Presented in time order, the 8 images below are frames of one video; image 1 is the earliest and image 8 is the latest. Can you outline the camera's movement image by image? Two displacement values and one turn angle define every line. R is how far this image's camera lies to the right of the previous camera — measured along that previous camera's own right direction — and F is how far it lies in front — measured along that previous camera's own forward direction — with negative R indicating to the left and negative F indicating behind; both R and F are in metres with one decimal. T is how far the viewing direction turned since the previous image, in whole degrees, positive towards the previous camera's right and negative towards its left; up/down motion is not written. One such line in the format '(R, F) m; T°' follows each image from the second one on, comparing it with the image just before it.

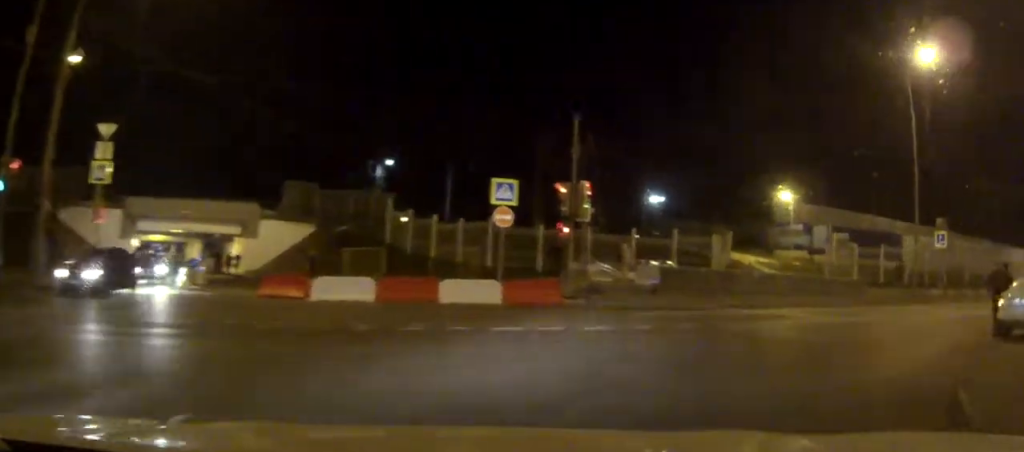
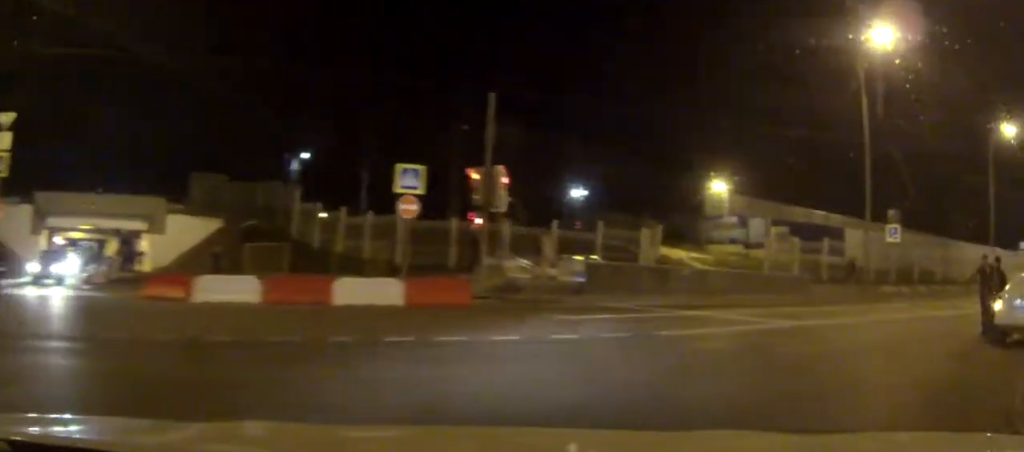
(0.0, +3.0) m; +6°
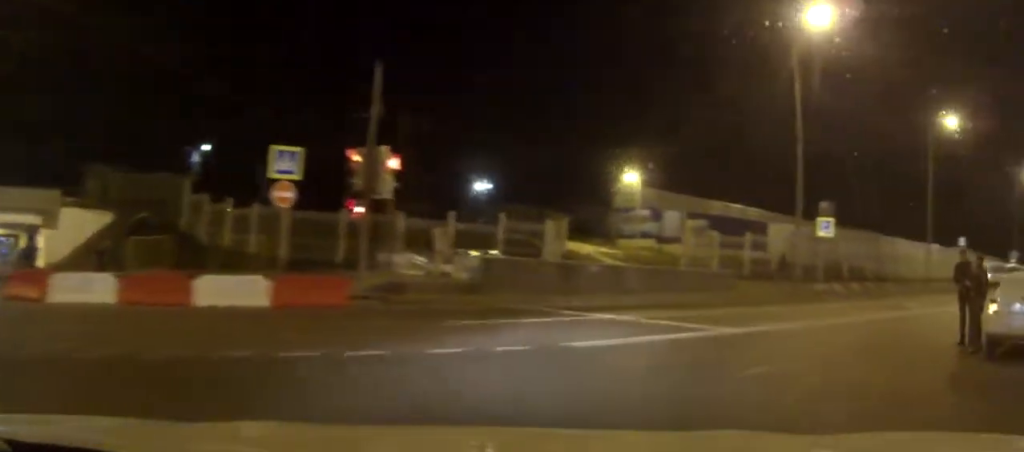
(+0.1, +2.9) m; +7°
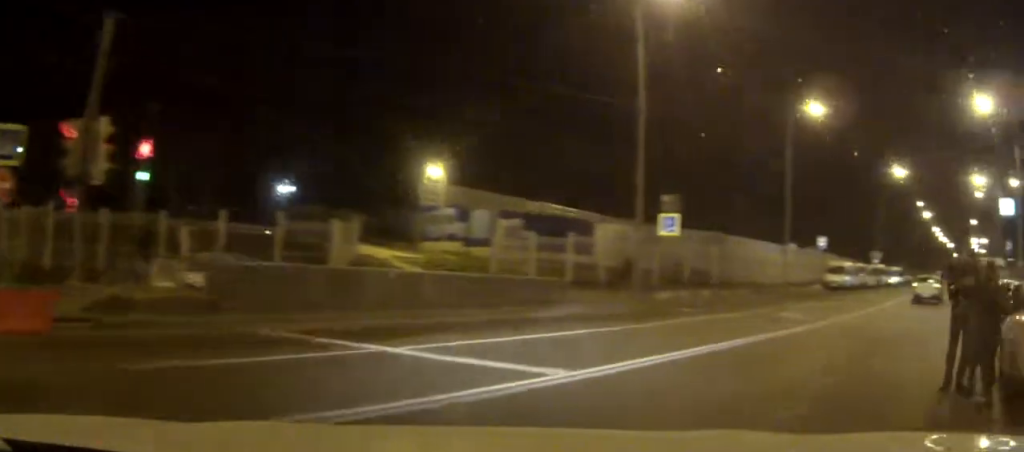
(+0.6, +5.7) m; +15°
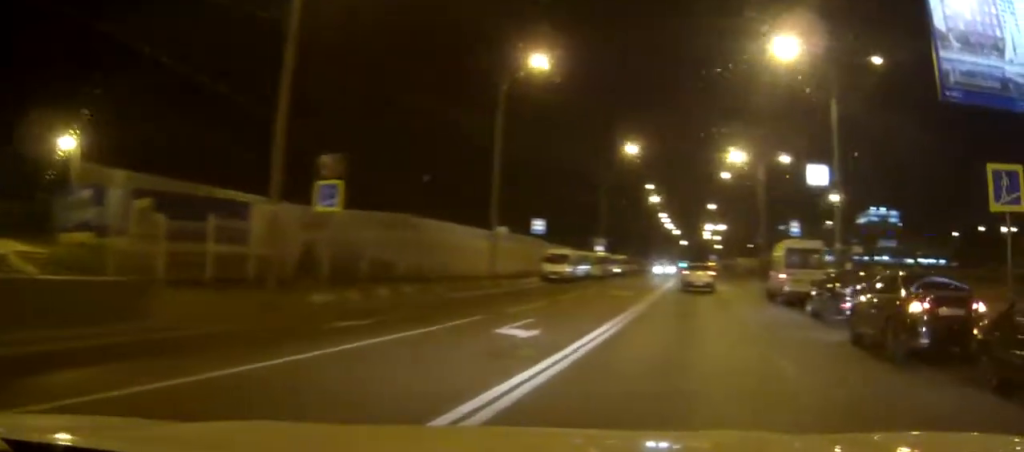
(+2.1, +9.3) m; +20°
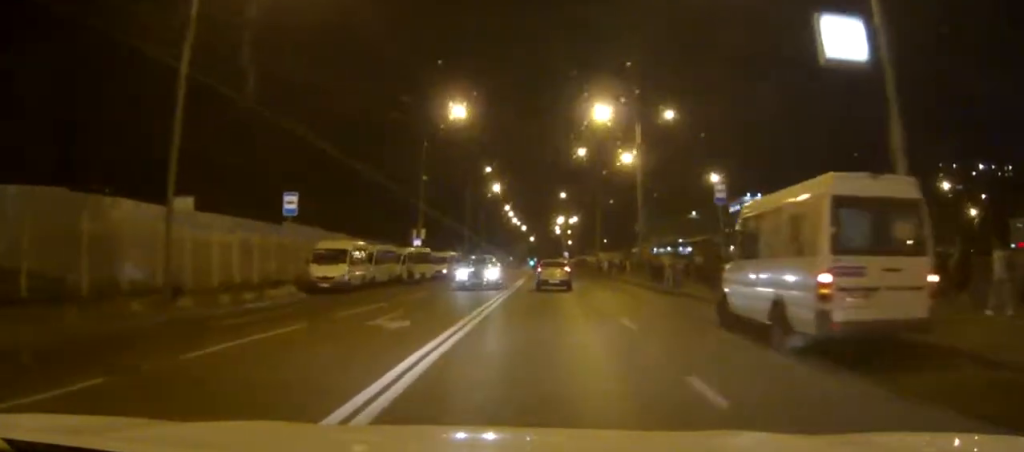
(+2.9, +18.4) m; +12°
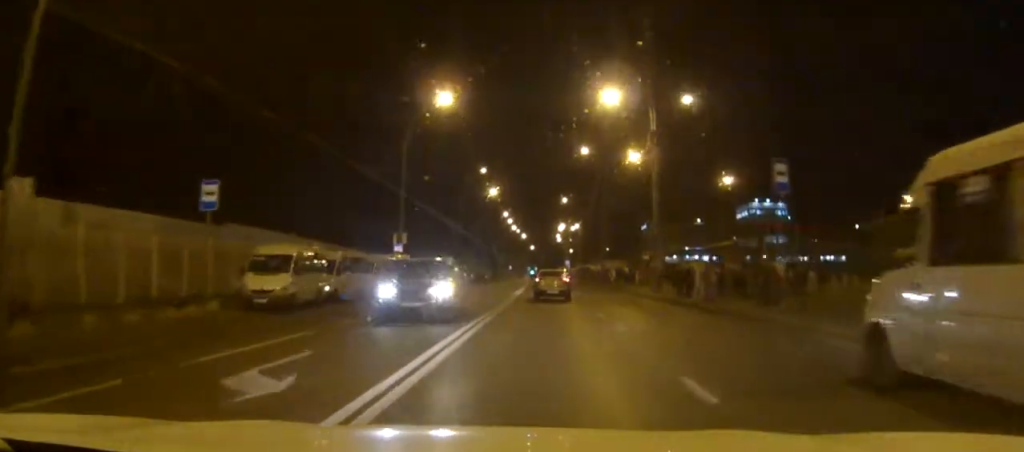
(+0.1, +7.5) m; +1°
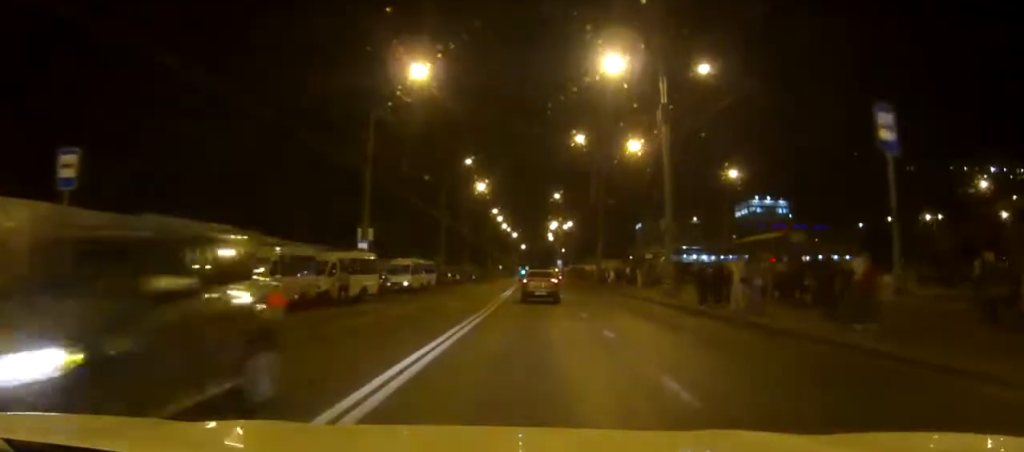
(0.0, +7.3) m; 0°
